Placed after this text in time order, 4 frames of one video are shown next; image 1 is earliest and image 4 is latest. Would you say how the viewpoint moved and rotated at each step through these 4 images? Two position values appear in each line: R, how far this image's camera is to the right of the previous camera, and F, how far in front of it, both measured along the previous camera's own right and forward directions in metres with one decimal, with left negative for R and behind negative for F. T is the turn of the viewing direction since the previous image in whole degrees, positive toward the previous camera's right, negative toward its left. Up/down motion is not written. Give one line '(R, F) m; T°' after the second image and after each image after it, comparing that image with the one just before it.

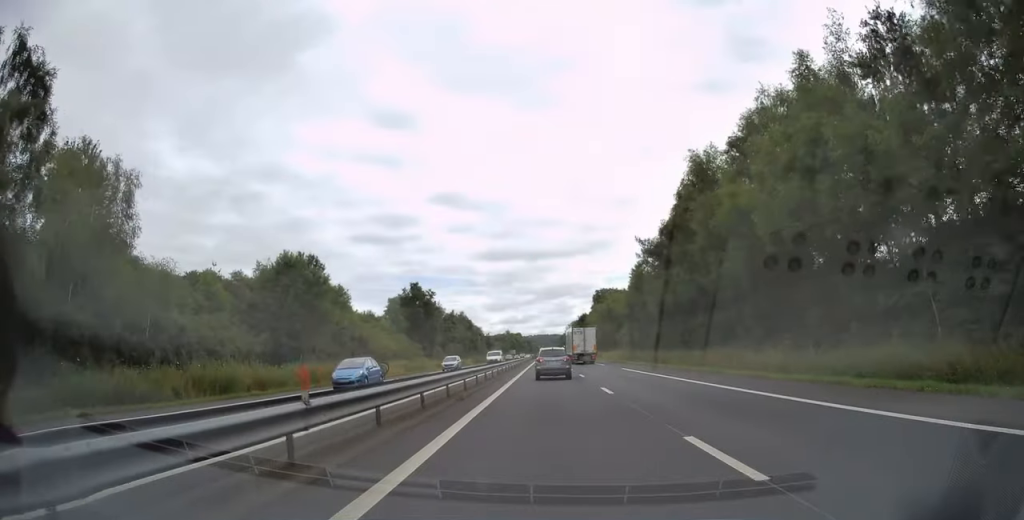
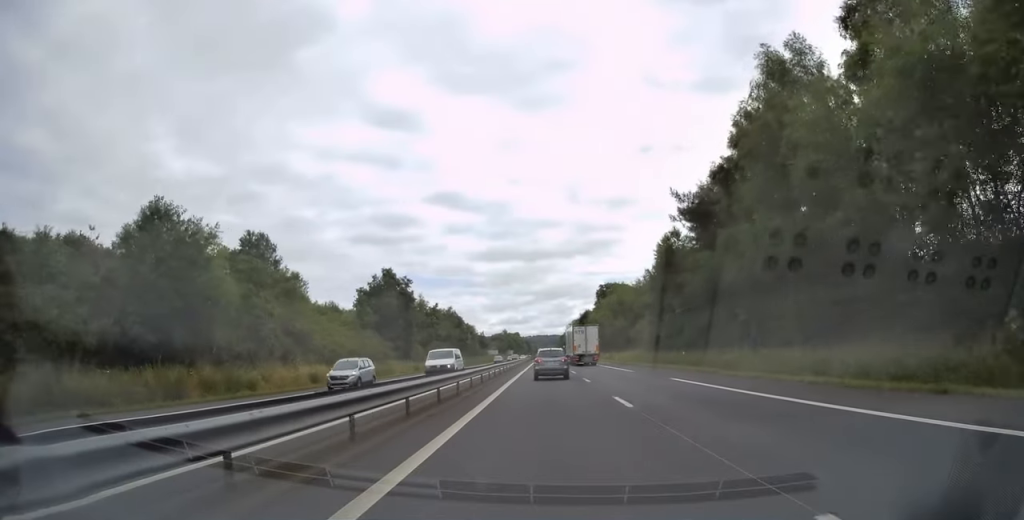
(0.0, +17.2) m; 0°
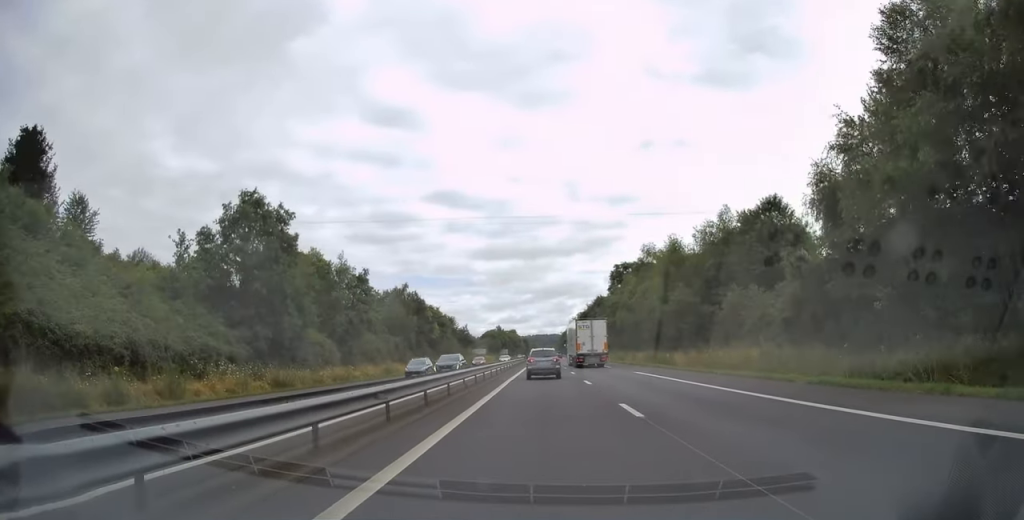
(0.0, +40.8) m; 0°
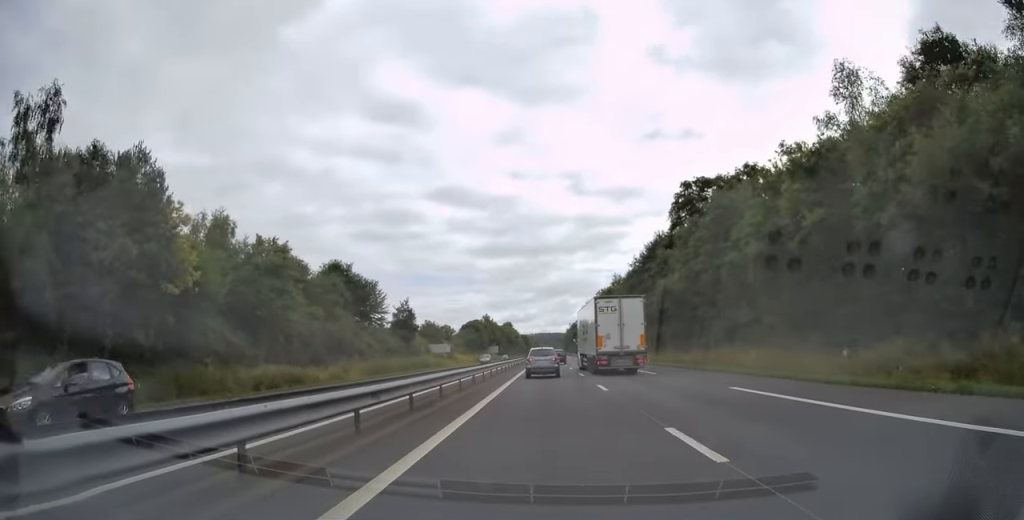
(+0.2, +69.7) m; 0°
